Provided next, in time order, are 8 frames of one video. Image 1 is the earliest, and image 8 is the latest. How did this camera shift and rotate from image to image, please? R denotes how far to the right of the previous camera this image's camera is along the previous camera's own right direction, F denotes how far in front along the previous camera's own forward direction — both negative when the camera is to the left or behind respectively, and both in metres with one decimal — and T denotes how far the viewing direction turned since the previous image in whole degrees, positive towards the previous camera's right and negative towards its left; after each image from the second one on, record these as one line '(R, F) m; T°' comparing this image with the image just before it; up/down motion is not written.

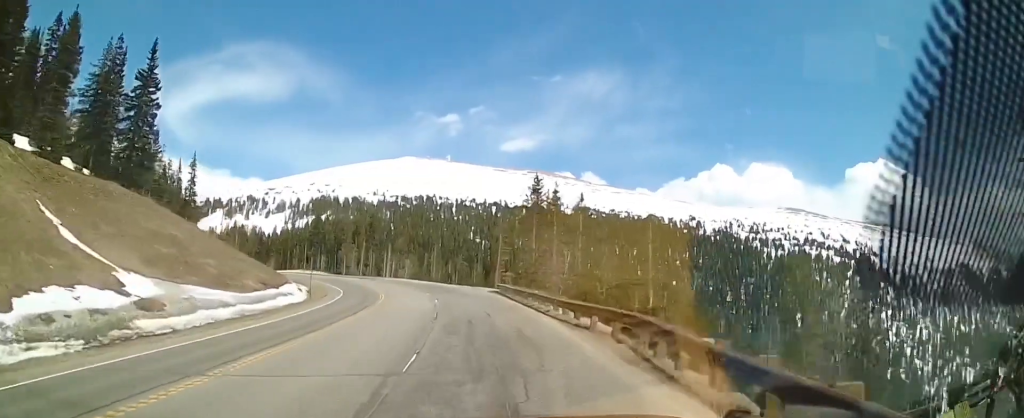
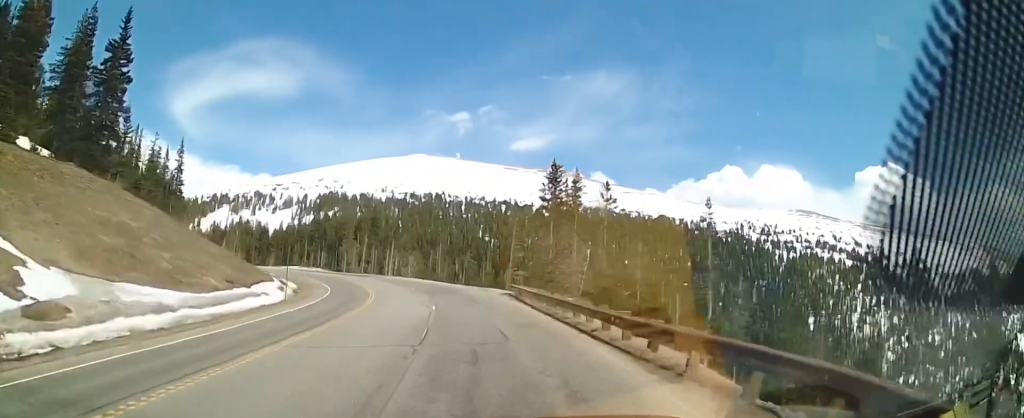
(-0.2, +8.2) m; -1°
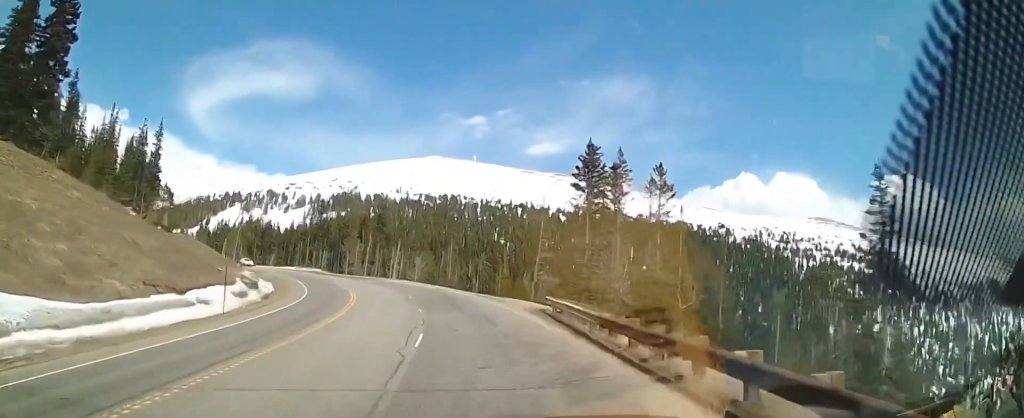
(0.0, +12.4) m; 0°
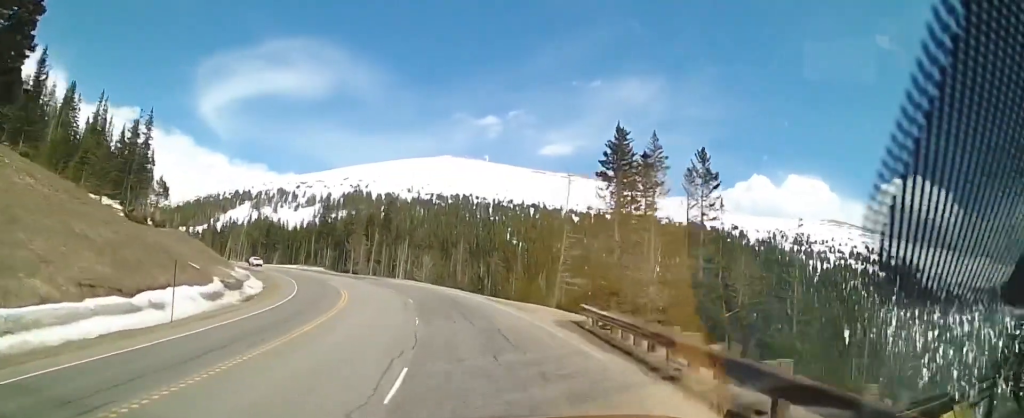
(0.0, +6.4) m; -1°
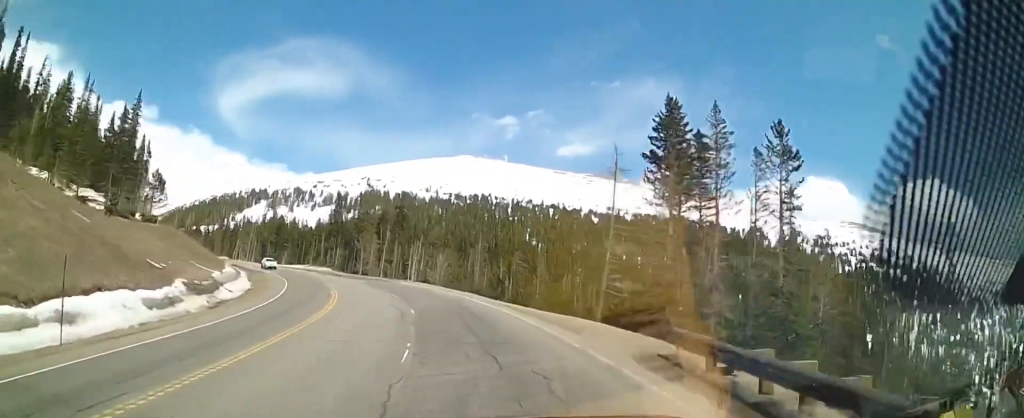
(0.0, +8.2) m; -1°
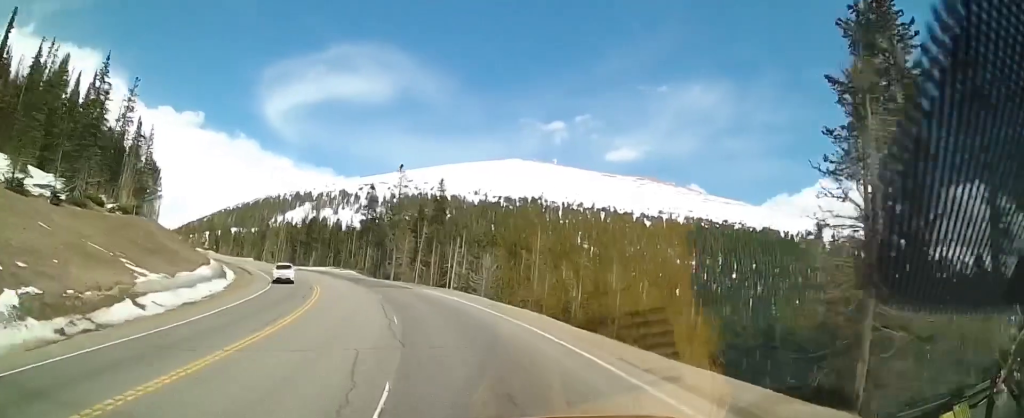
(-0.9, +17.4) m; -6°
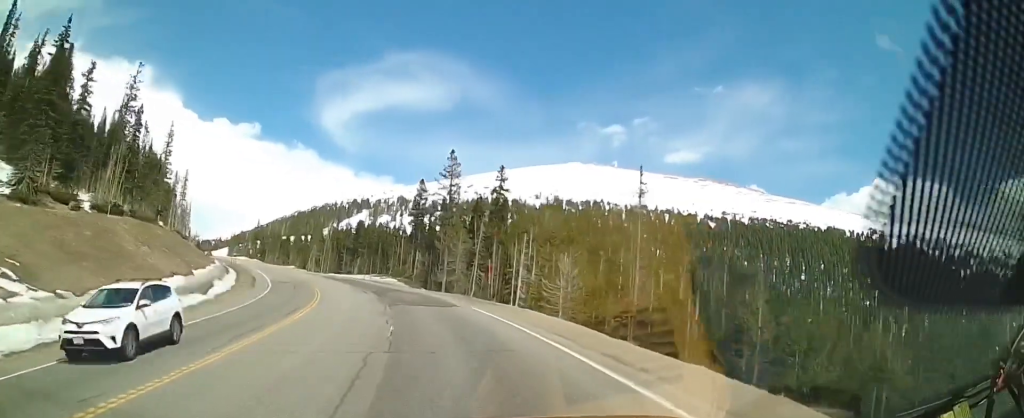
(-0.8, +15.3) m; -7°
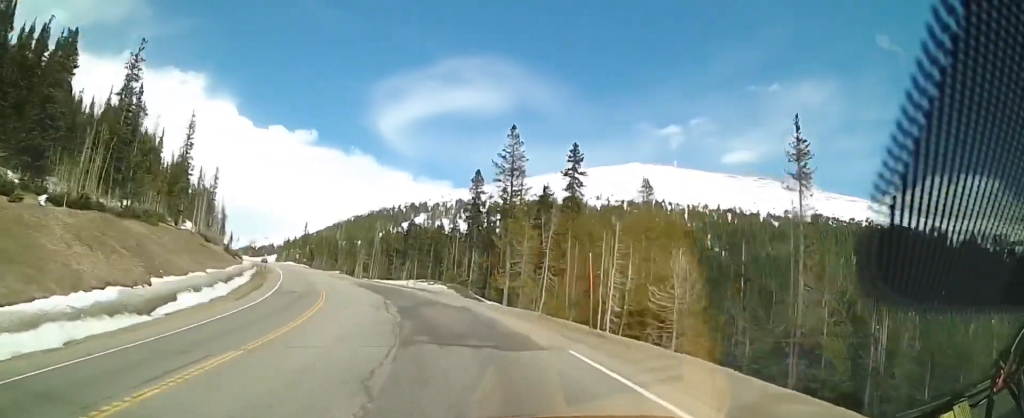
(-0.7, +13.7) m; -7°
